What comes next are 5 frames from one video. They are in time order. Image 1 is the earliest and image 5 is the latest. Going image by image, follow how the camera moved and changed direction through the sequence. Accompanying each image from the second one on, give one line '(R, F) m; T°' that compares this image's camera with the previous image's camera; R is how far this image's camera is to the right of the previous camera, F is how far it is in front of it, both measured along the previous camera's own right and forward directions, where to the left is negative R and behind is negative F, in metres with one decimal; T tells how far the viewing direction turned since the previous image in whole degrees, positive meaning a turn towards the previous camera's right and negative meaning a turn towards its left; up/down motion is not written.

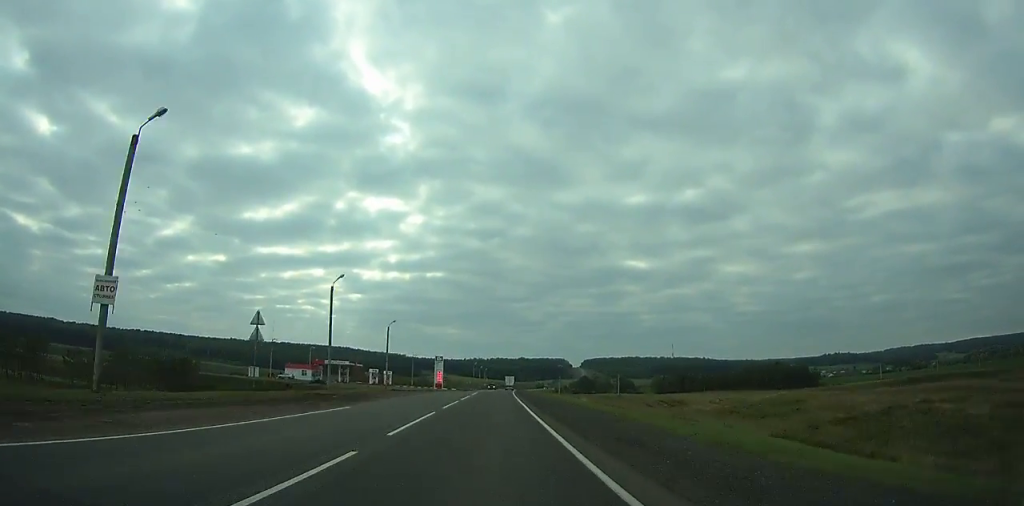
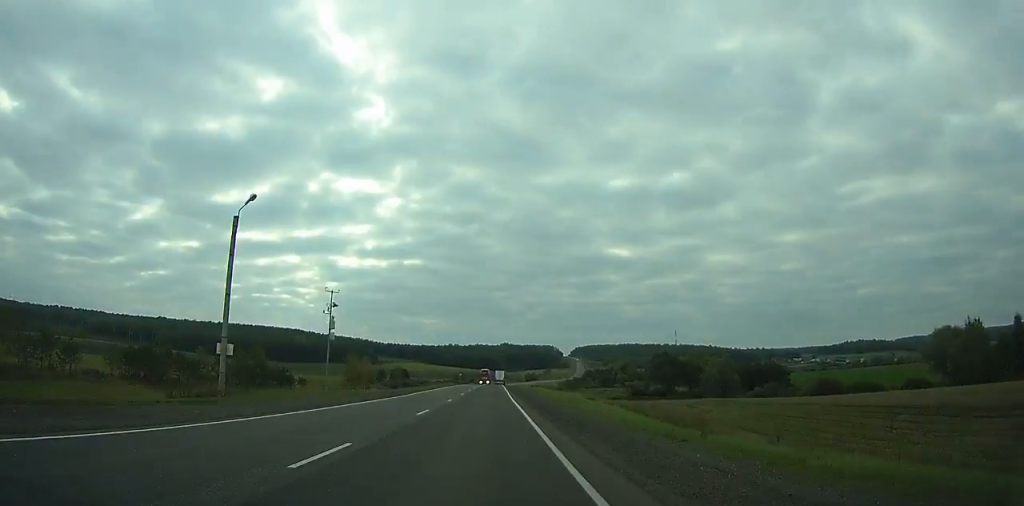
(+8.3, +223.1) m; +3°
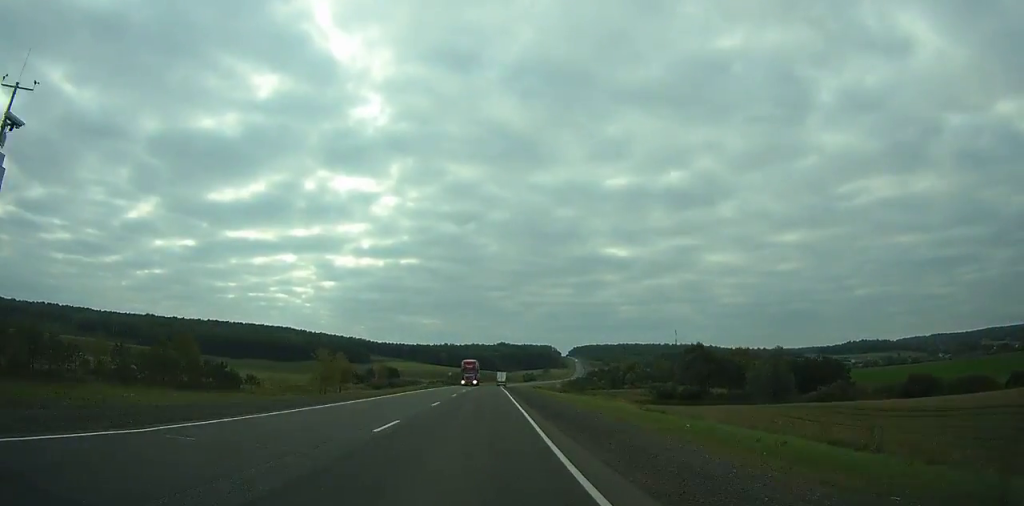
(-0.2, +30.7) m; 0°
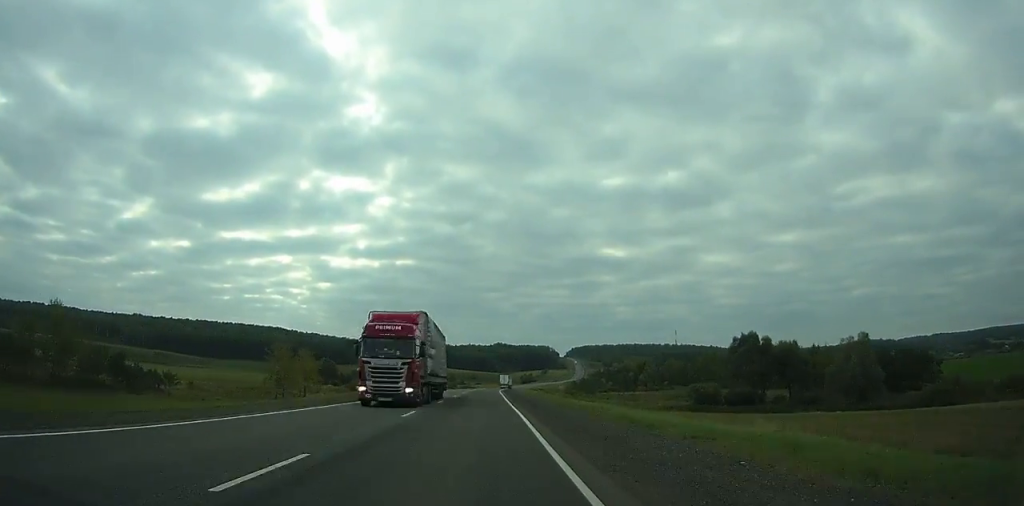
(0.0, +30.6) m; 0°
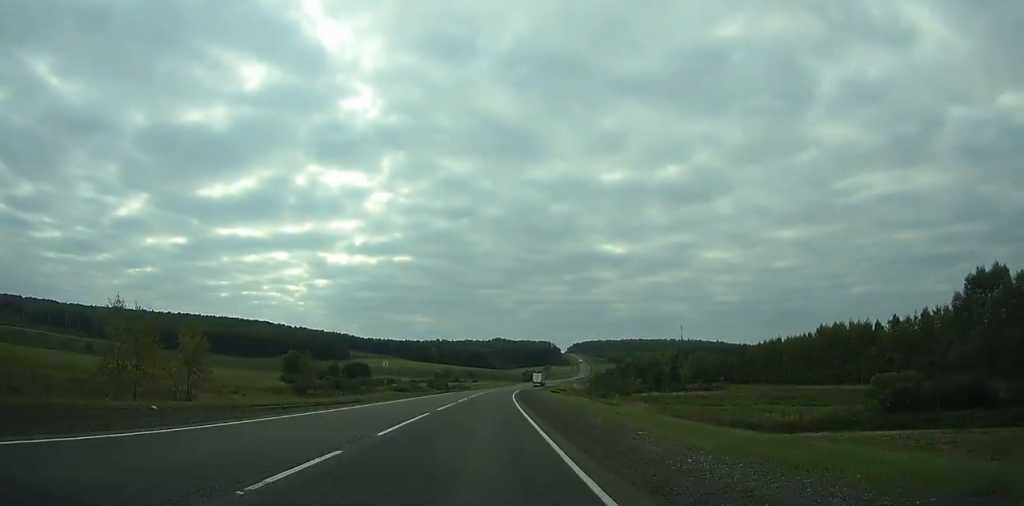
(+0.3, +59.4) m; +1°
